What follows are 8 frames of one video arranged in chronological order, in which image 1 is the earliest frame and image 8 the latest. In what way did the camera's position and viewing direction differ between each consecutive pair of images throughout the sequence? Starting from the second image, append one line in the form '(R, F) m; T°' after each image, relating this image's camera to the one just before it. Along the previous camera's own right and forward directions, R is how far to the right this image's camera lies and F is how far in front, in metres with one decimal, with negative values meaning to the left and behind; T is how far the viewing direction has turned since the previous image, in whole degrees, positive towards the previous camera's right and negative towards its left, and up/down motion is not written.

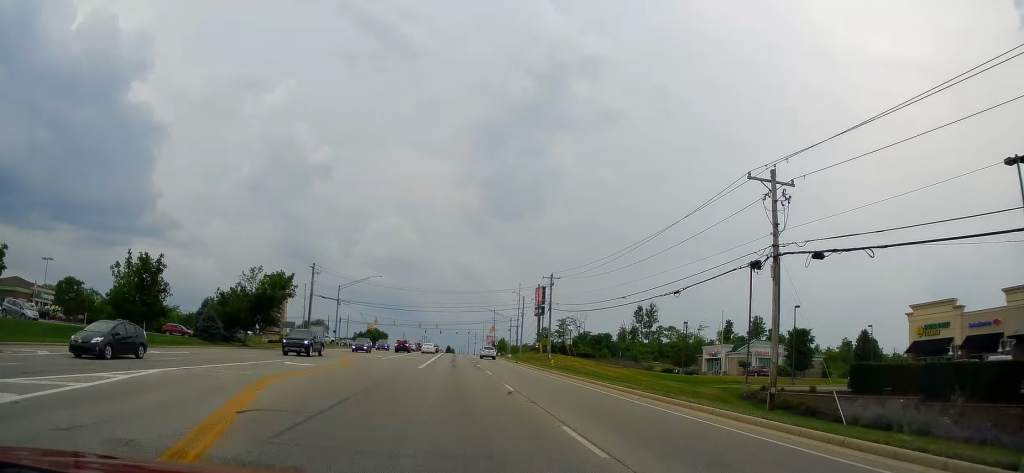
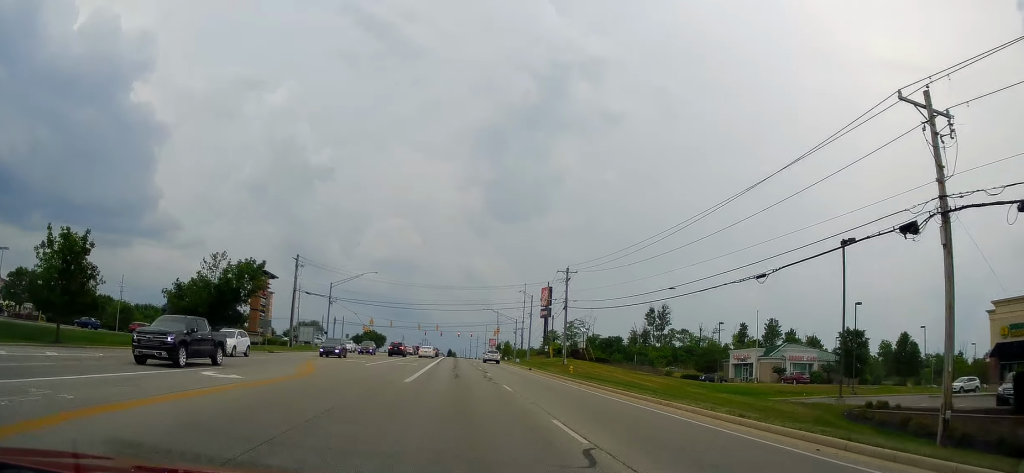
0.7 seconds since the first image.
(+0.1, +11.3) m; 0°
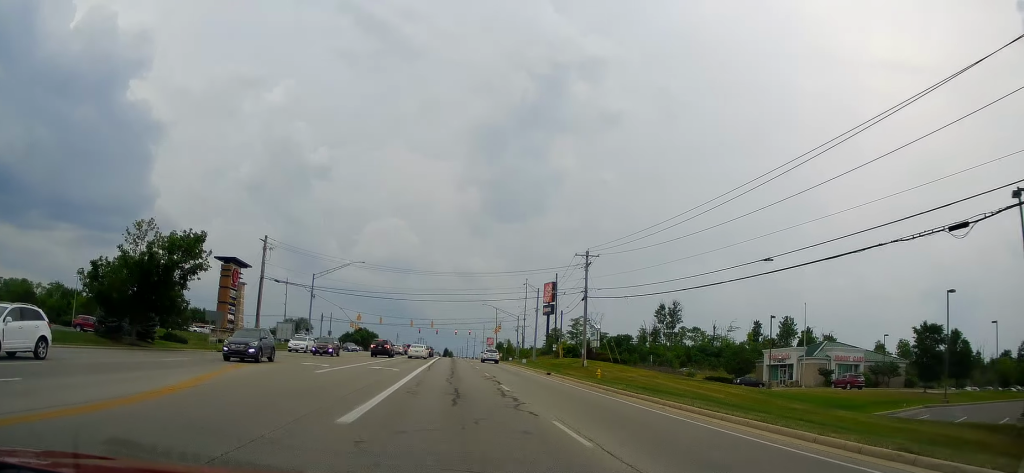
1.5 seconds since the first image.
(0.0, +13.9) m; 0°
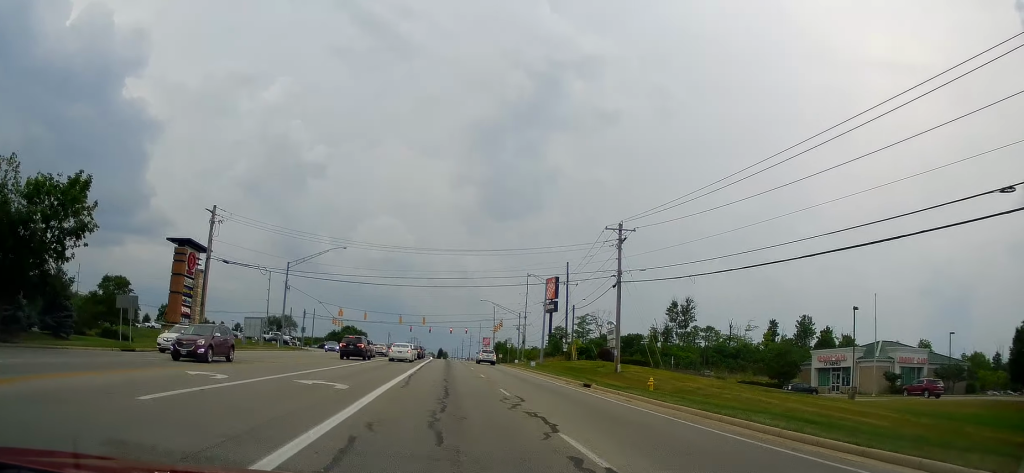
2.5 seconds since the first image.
(0.0, +15.5) m; 0°
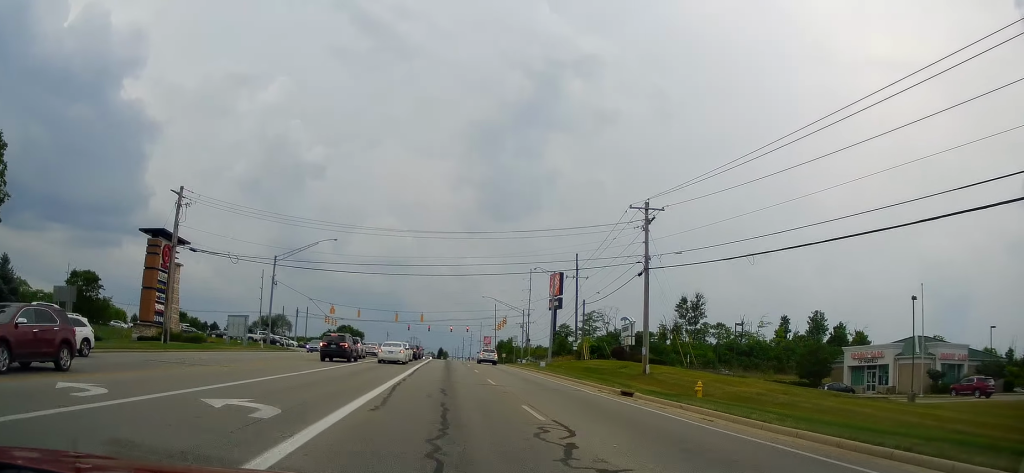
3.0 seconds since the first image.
(0.0, +7.7) m; 0°
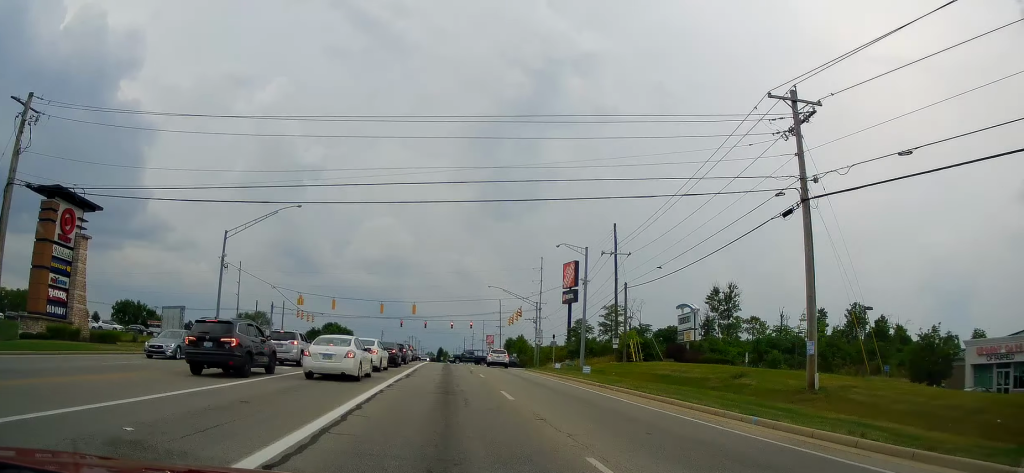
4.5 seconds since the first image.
(+0.1, +22.0) m; 0°
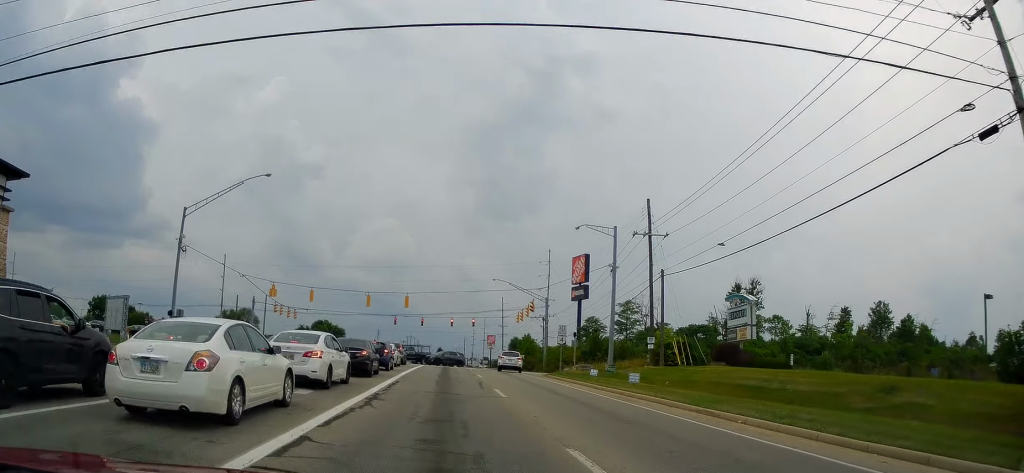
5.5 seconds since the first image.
(0.0, +12.7) m; 0°
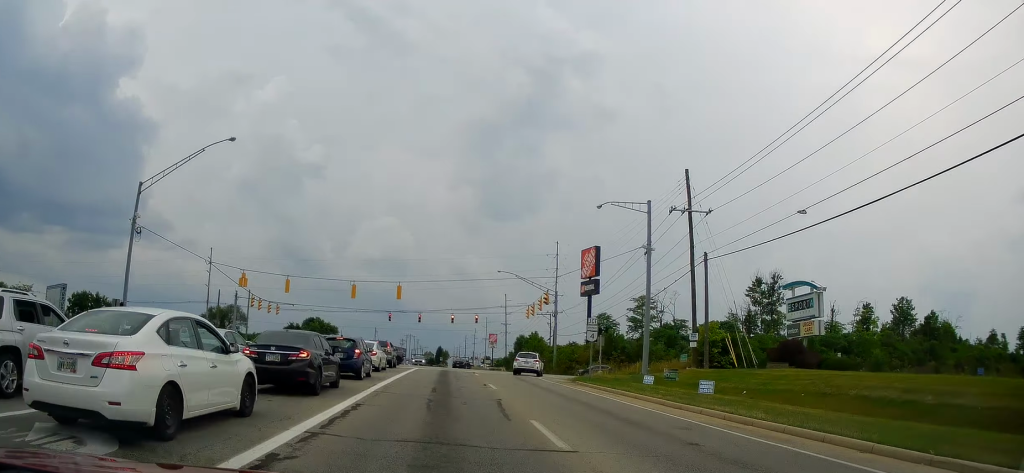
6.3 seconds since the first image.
(0.0, +10.5) m; 0°
